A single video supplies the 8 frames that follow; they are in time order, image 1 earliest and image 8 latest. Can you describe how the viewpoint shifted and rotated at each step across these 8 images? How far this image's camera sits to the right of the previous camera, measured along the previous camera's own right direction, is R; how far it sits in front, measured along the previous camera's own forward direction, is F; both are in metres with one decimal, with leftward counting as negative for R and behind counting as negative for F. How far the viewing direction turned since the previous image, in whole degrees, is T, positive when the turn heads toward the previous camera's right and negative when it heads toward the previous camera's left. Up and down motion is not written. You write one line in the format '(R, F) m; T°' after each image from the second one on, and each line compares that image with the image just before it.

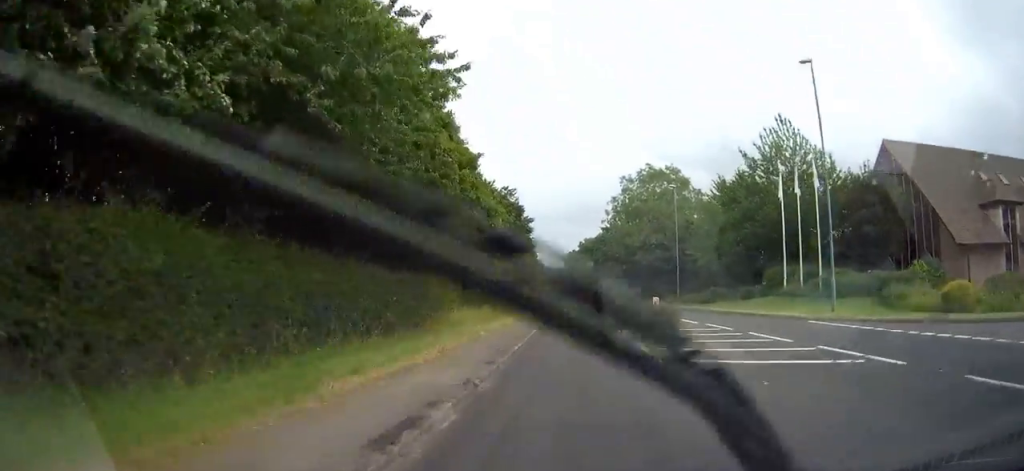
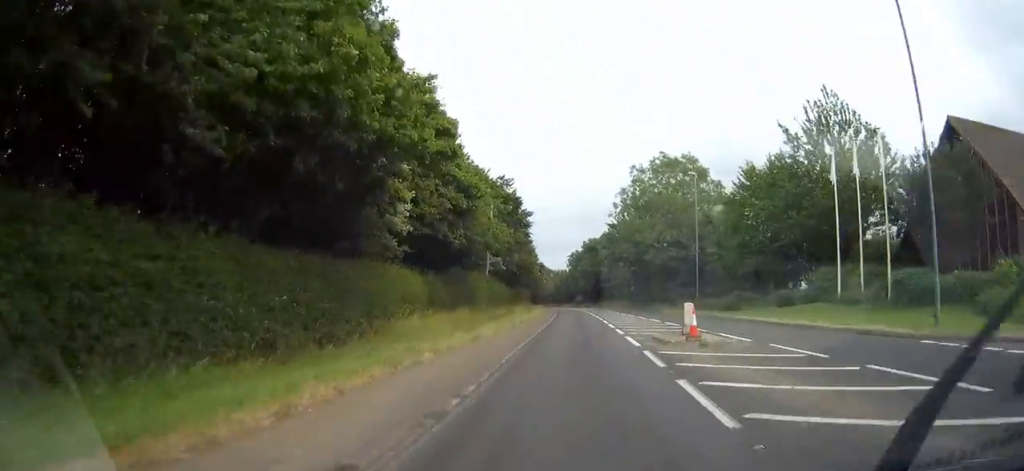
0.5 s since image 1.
(0.0, +8.7) m; -1°
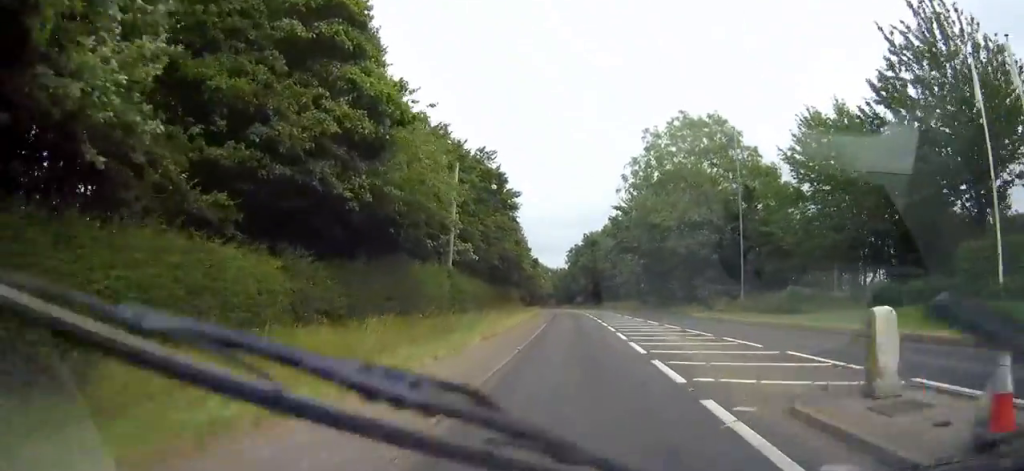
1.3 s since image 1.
(-0.1, +14.0) m; 0°
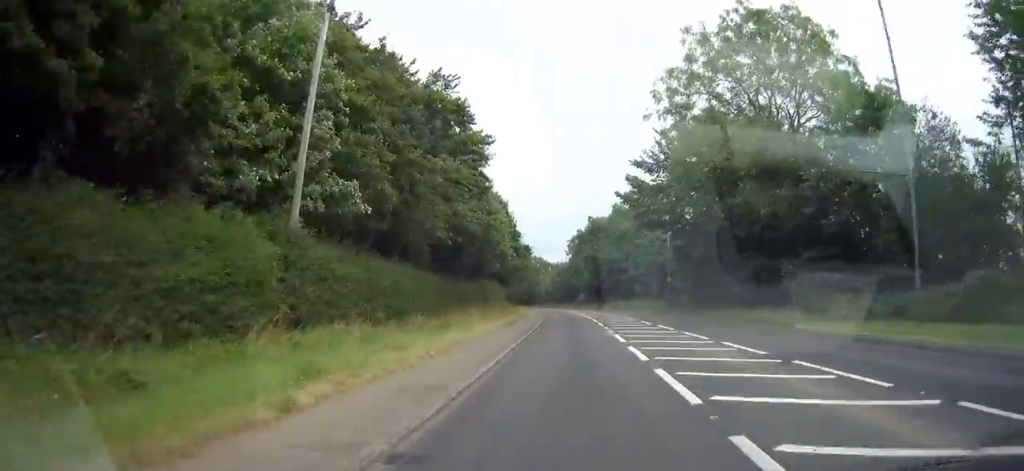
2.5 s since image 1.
(0.0, +20.0) m; 0°
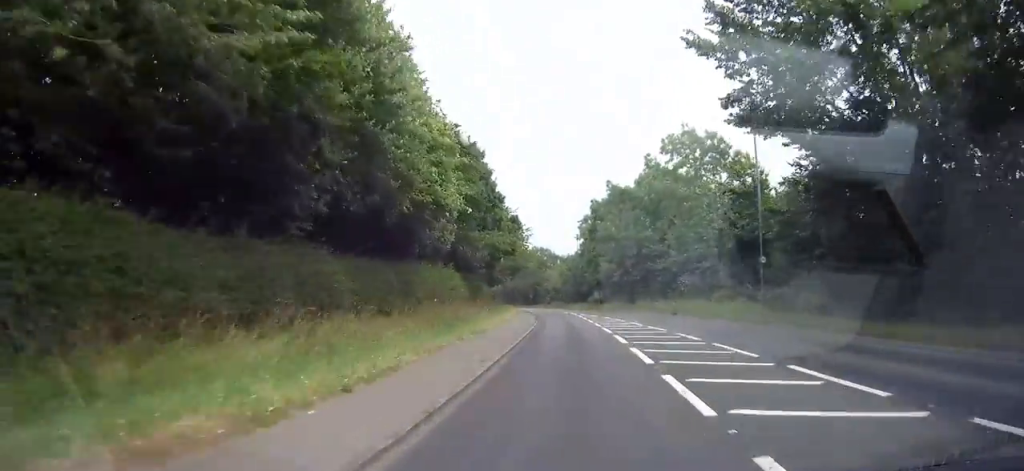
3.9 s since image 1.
(-0.2, +25.0) m; -2°
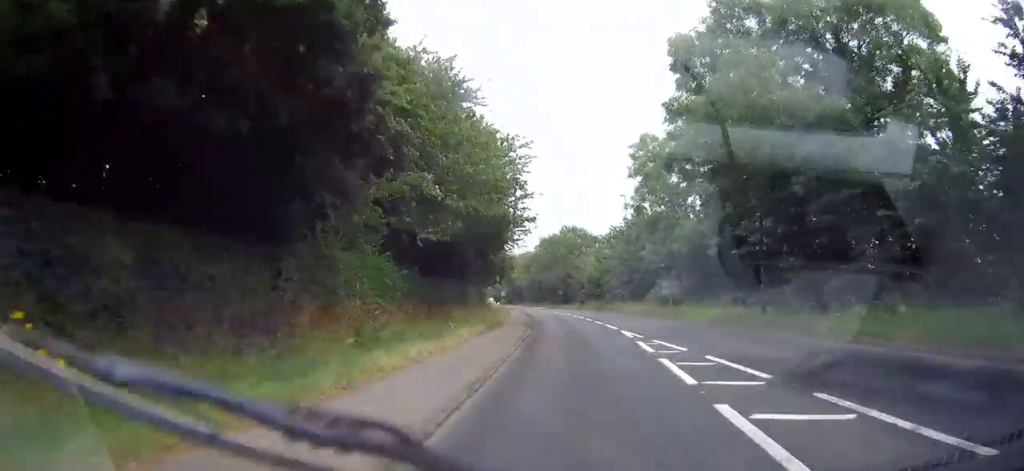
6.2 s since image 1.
(-0.1, +39.6) m; 0°
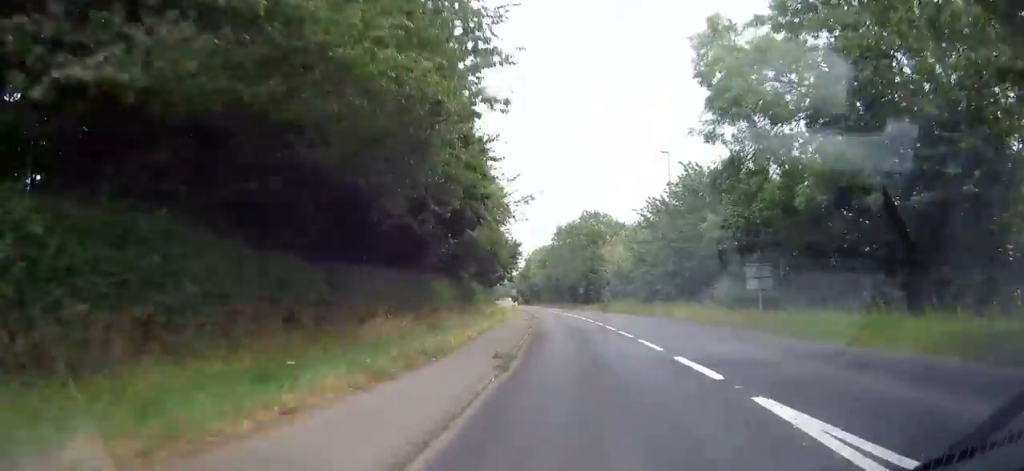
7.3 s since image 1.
(-0.6, +17.7) m; -4°
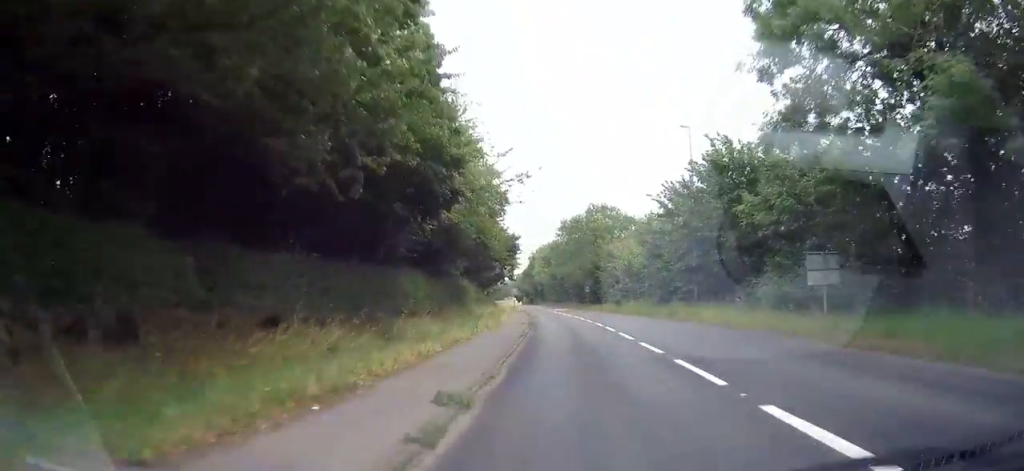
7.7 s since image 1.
(-0.1, +6.8) m; -1°
